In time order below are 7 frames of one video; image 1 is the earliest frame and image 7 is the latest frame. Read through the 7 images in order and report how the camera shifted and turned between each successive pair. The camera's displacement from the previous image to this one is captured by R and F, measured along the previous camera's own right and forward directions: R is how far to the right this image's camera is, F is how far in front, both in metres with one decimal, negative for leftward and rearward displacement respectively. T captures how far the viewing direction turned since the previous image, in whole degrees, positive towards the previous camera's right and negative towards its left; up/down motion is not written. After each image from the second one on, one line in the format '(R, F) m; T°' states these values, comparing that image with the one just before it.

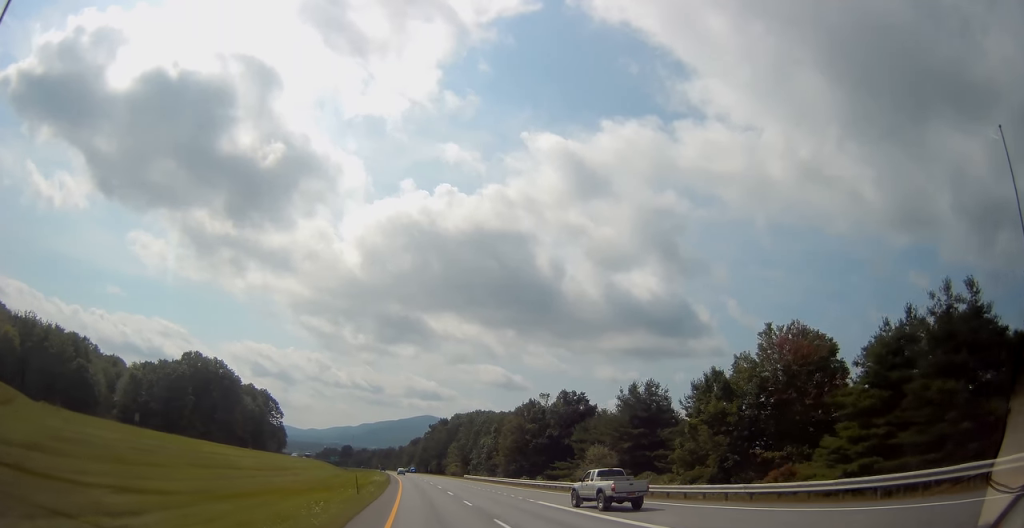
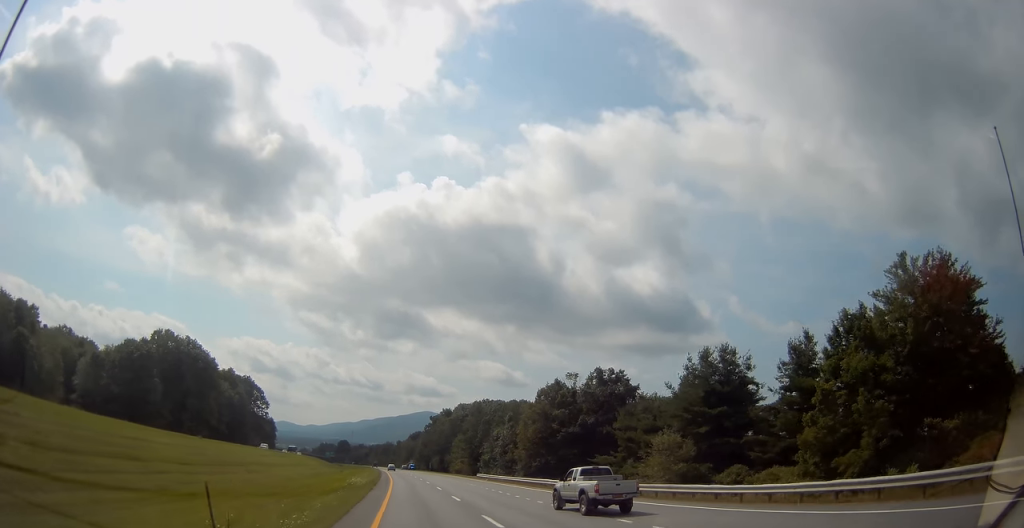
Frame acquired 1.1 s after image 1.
(0.0, +23.6) m; 0°
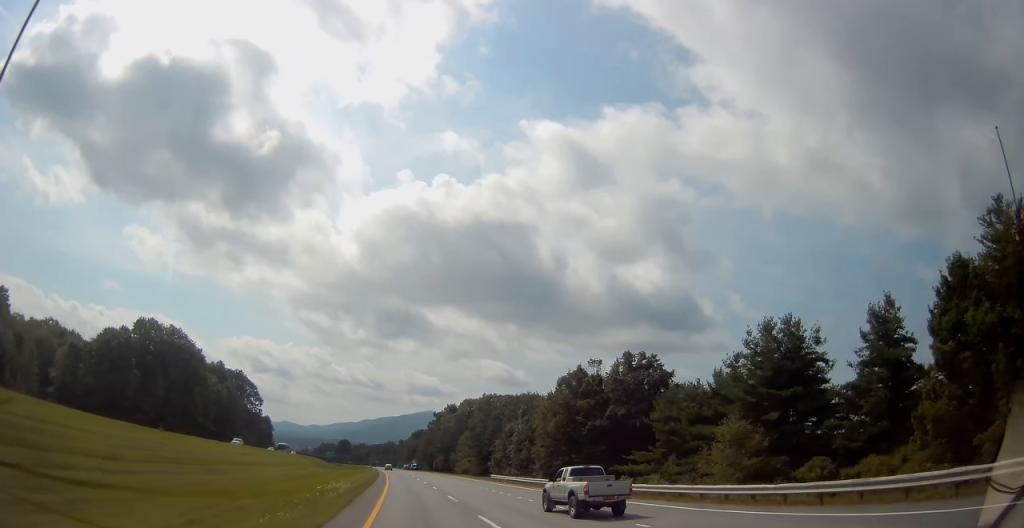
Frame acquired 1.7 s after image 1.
(+0.1, +13.0) m; -1°
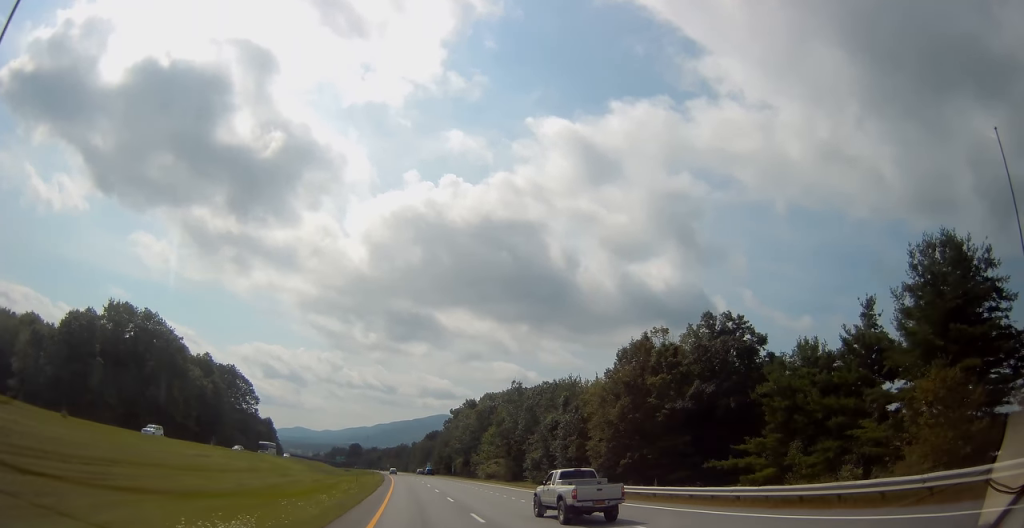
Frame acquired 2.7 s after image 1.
(-0.5, +22.3) m; -1°
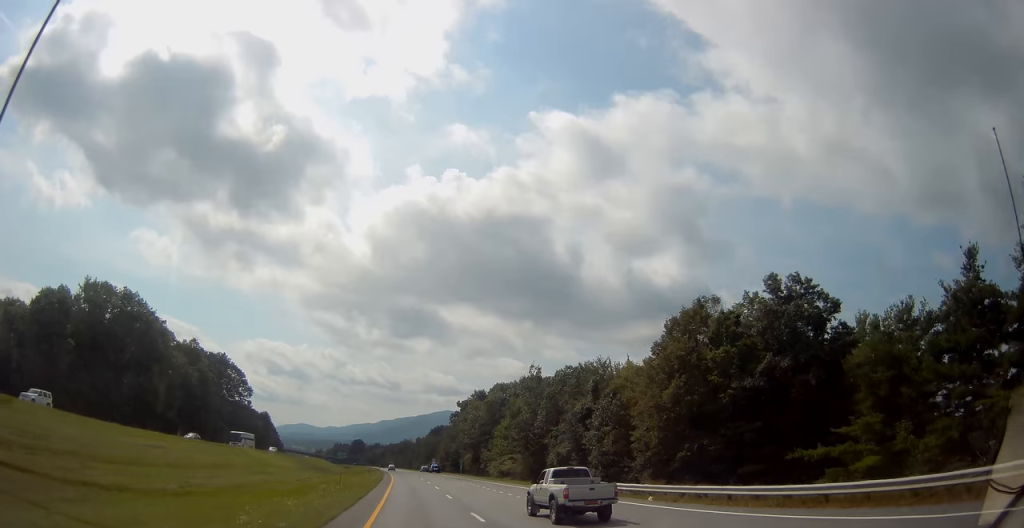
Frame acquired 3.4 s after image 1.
(+0.1, +12.6) m; 0°
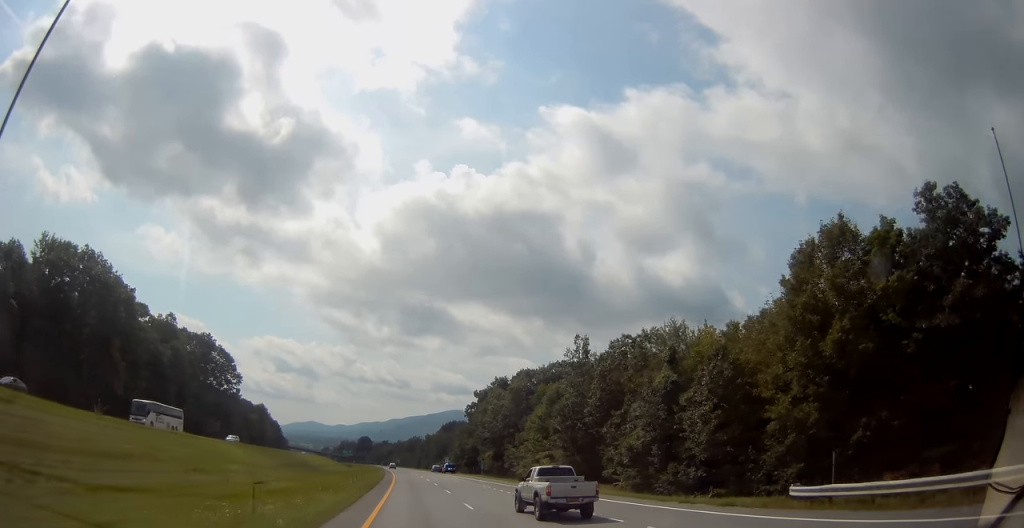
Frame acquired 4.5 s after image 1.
(0.0, +21.0) m; -1°
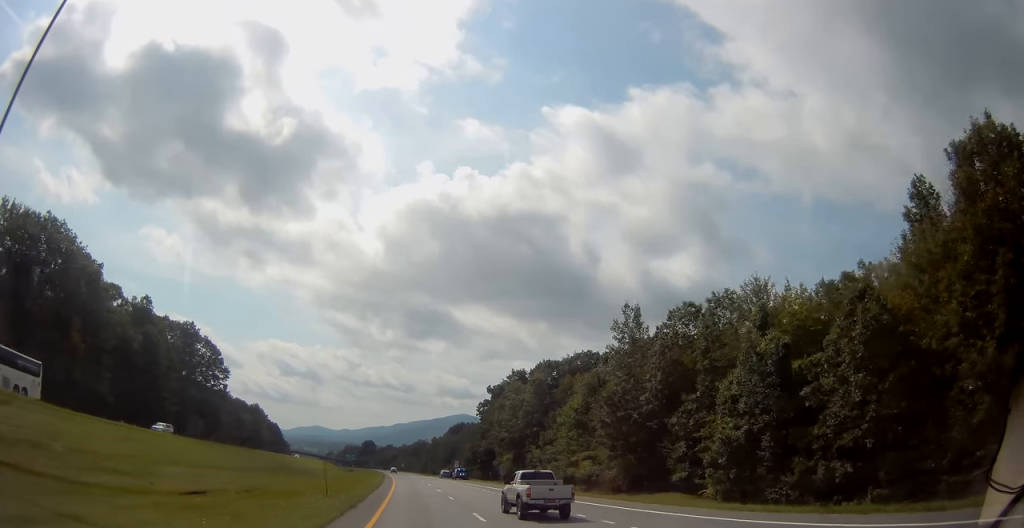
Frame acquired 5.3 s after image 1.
(-0.2, +15.7) m; -1°
